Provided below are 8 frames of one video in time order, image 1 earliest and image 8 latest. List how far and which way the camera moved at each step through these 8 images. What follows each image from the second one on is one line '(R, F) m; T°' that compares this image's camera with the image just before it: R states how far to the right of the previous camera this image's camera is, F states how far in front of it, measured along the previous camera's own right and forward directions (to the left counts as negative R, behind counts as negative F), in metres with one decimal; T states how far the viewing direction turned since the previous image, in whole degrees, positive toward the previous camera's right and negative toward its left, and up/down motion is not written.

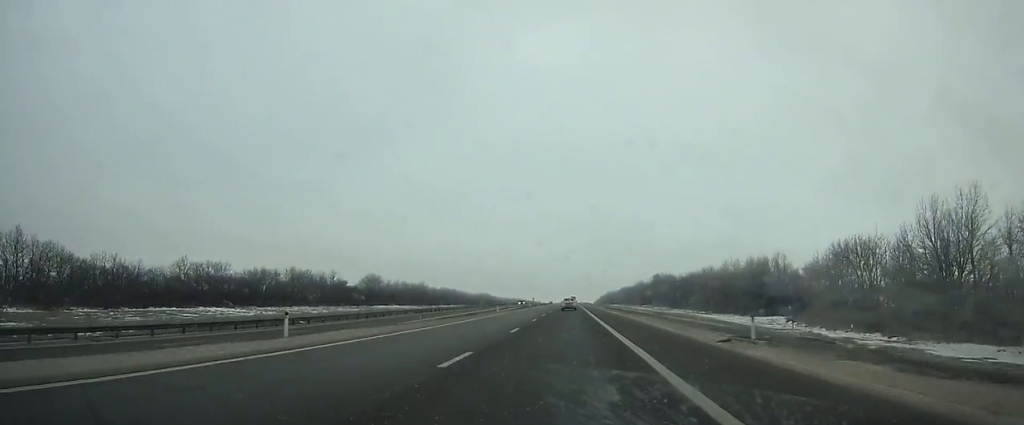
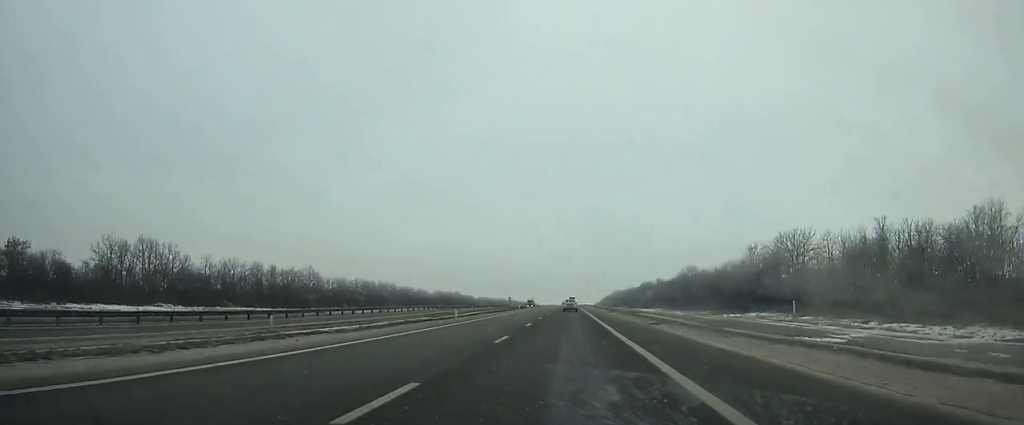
(-0.2, +122.3) m; 0°
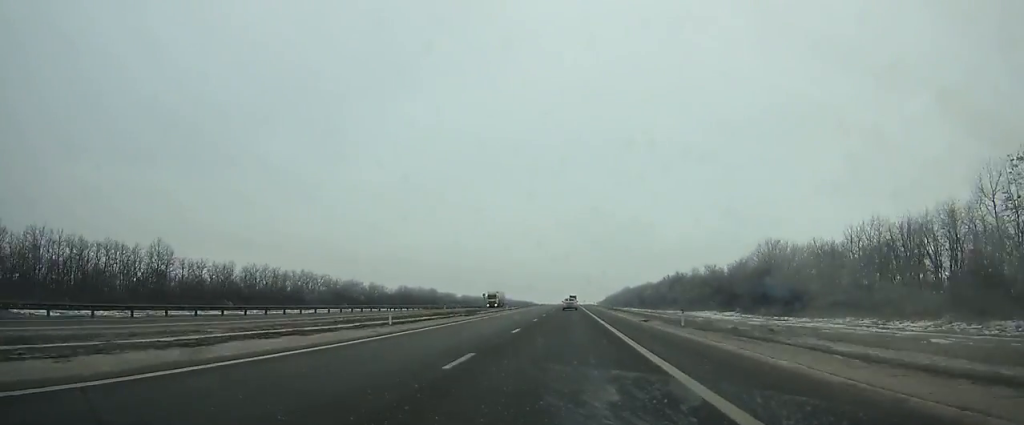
(-0.1, +67.0) m; 0°
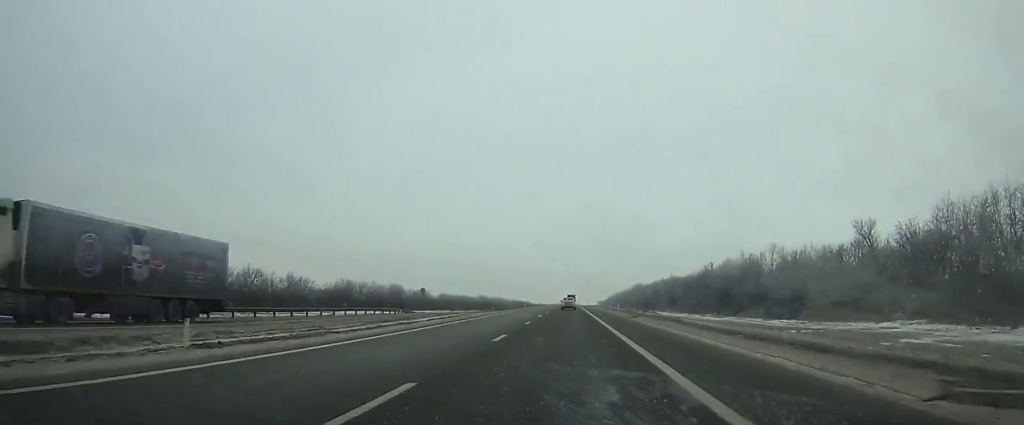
(+0.1, +65.2) m; 0°
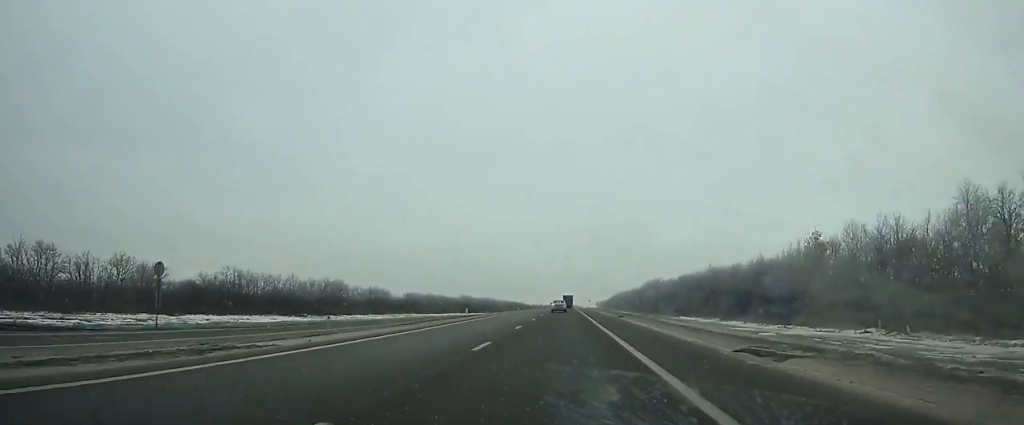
(+0.1, +62.6) m; 0°
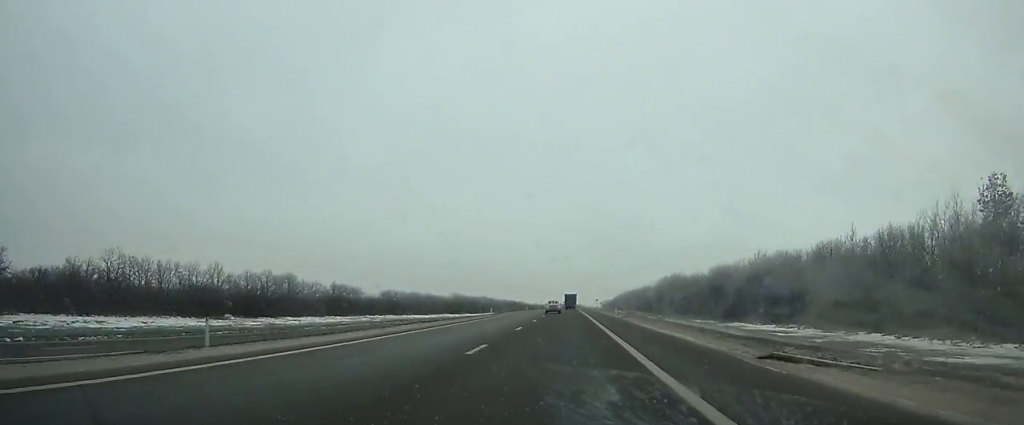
(+0.1, +36.6) m; 0°
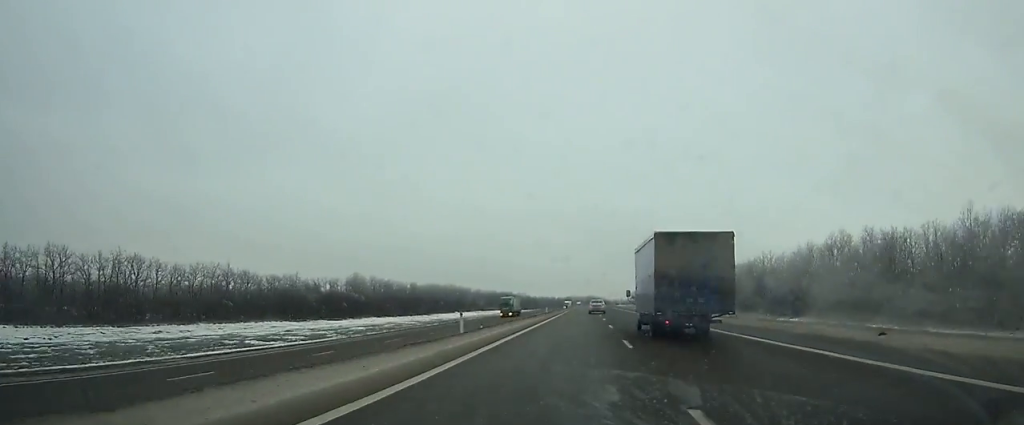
(-2.8, +187.5) m; 0°
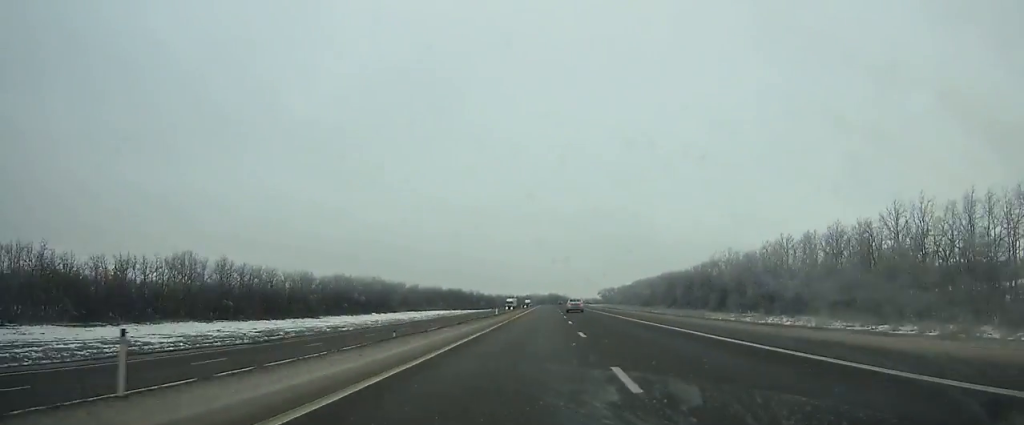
(+1.2, +67.6) m; +1°
